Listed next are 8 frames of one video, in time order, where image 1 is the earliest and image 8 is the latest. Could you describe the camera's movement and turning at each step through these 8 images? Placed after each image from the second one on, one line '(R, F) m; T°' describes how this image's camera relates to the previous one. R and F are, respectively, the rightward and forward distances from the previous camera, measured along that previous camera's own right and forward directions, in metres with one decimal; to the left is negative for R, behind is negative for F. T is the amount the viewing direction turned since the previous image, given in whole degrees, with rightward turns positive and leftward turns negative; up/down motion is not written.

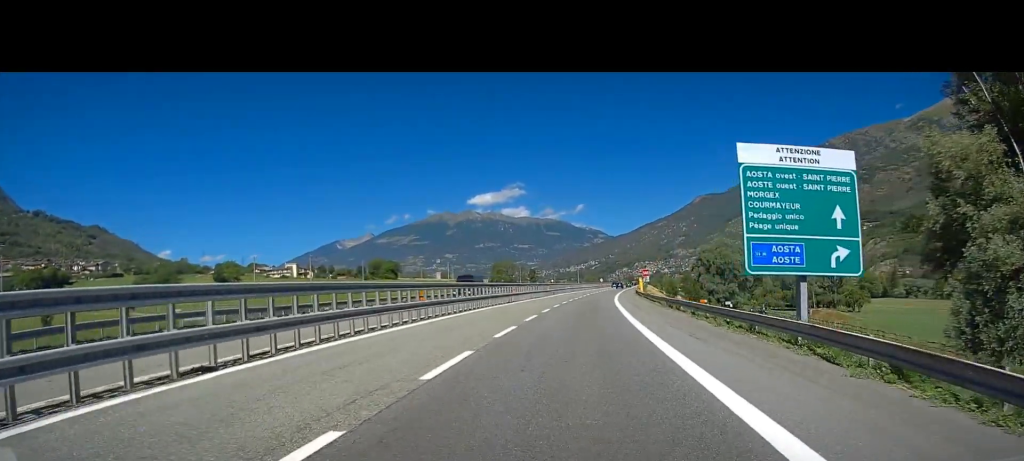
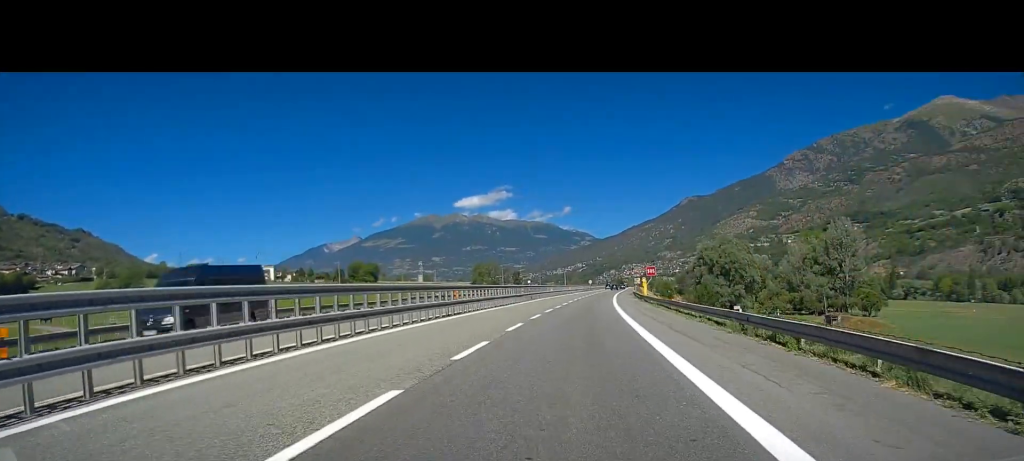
(+0.5, +19.8) m; +1°
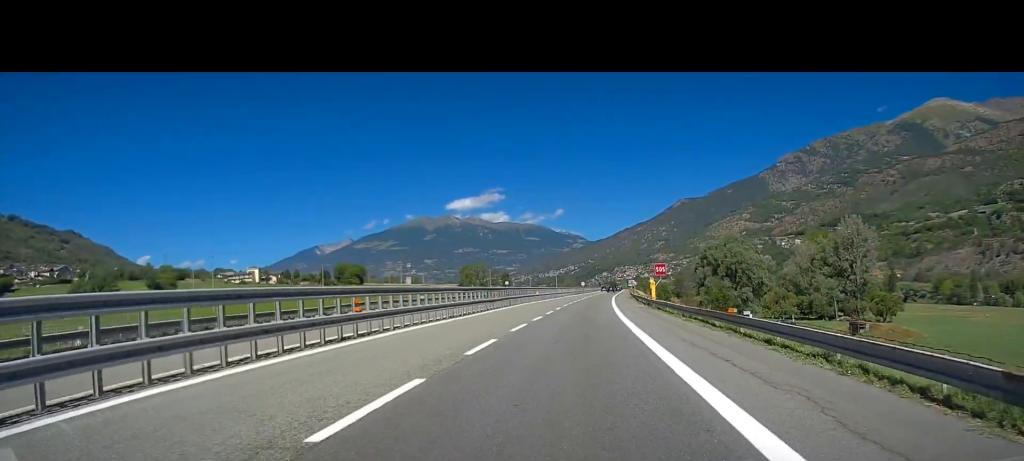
(-0.2, +13.6) m; 0°
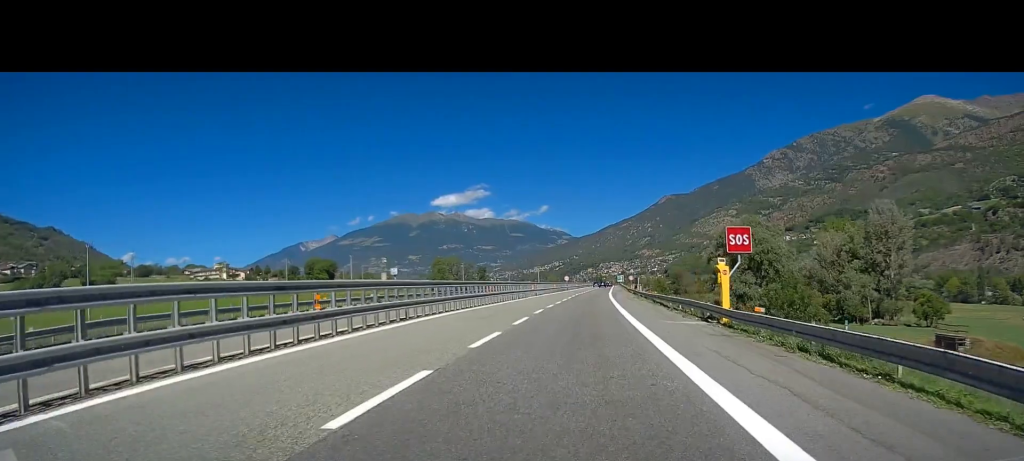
(+0.2, +29.5) m; +1°
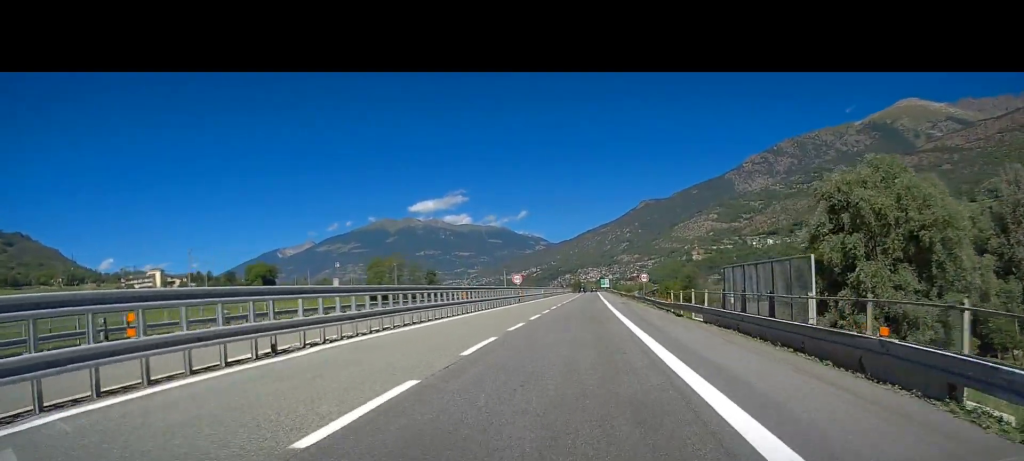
(+2.4, +60.8) m; +3°
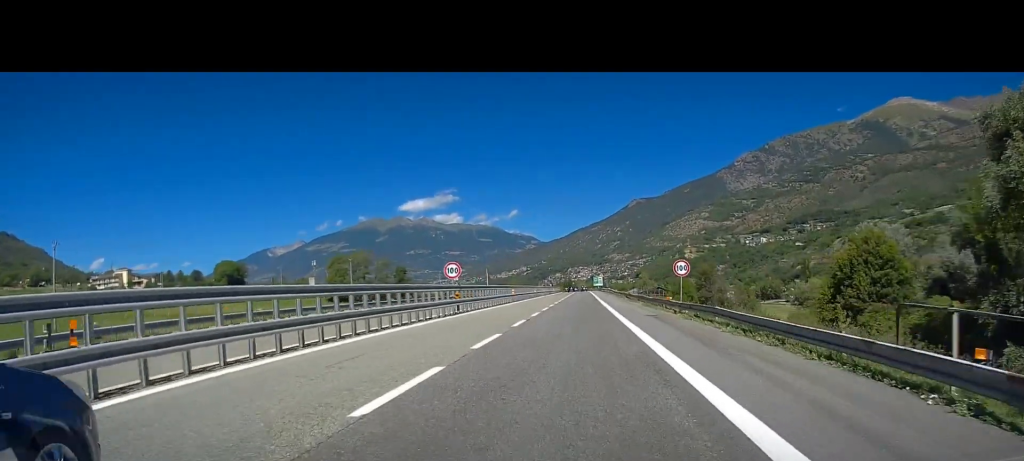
(-0.4, +28.2) m; 0°
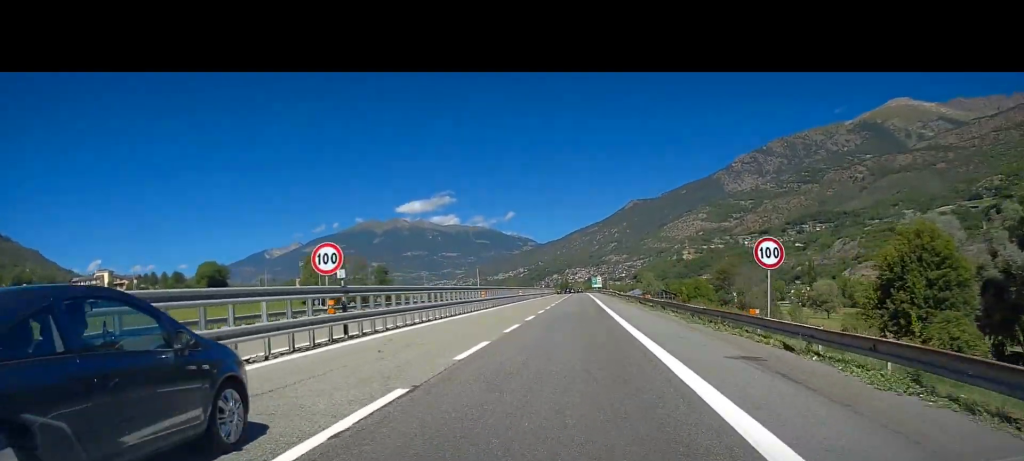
(+0.4, +17.2) m; 0°
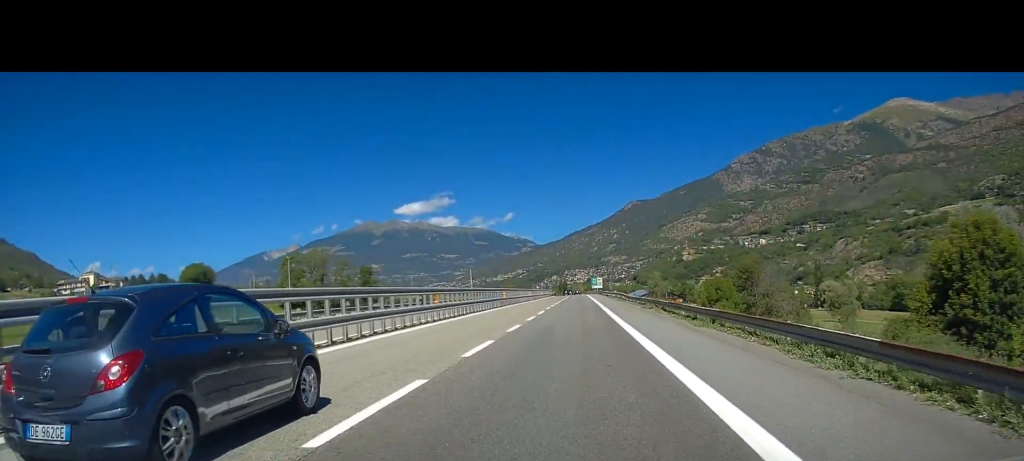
(+0.1, +14.1) m; 0°
